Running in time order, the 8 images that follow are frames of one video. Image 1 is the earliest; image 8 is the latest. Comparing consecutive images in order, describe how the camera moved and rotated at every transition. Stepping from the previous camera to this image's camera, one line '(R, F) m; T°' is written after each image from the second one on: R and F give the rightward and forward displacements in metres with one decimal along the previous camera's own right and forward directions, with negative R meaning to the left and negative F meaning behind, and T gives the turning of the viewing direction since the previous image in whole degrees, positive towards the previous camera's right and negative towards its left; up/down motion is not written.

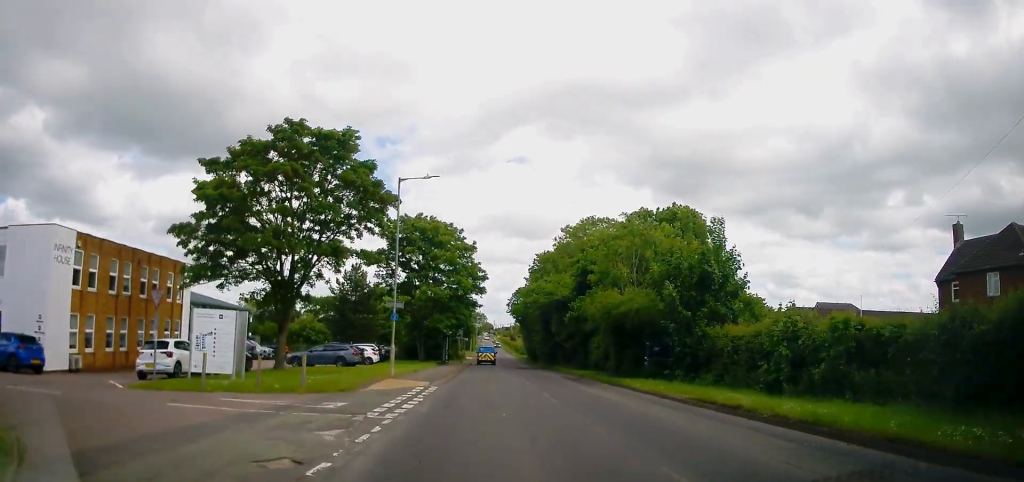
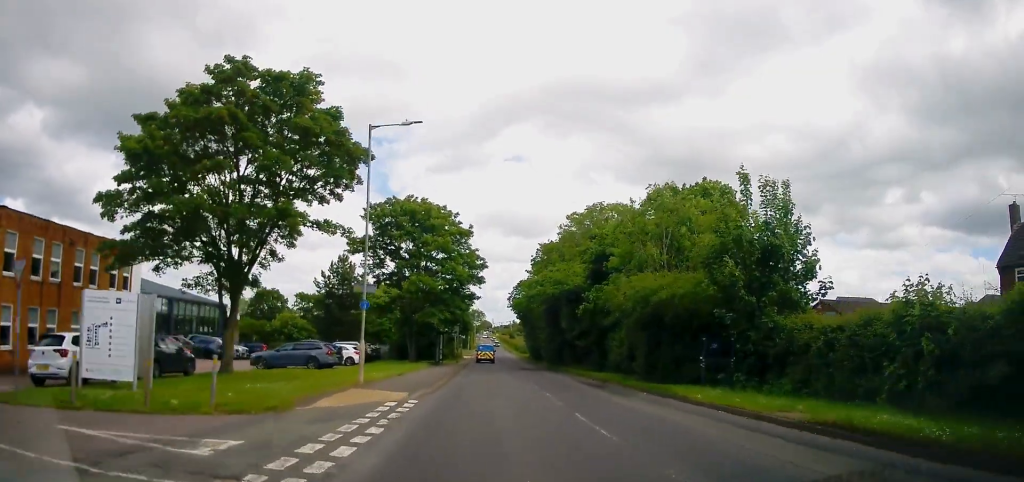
(+0.4, +6.1) m; 0°
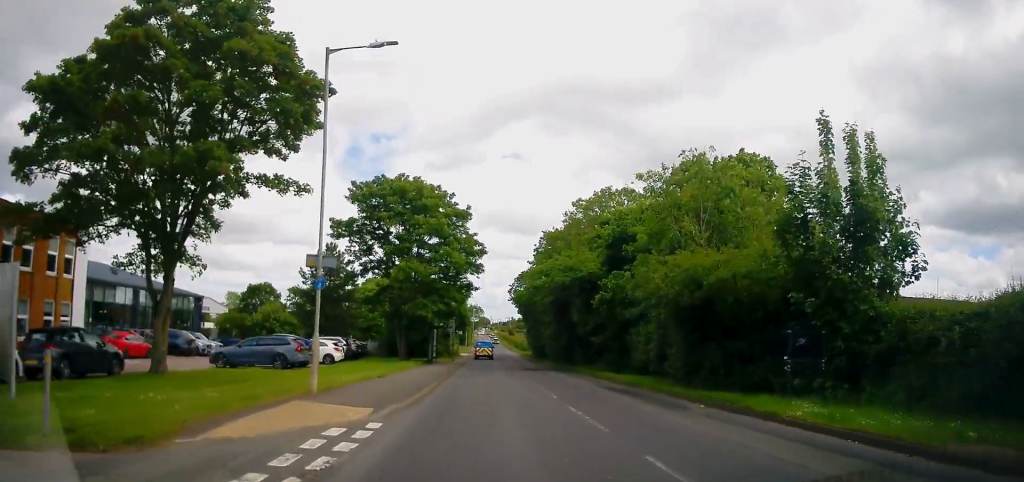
(-0.1, +5.1) m; -1°
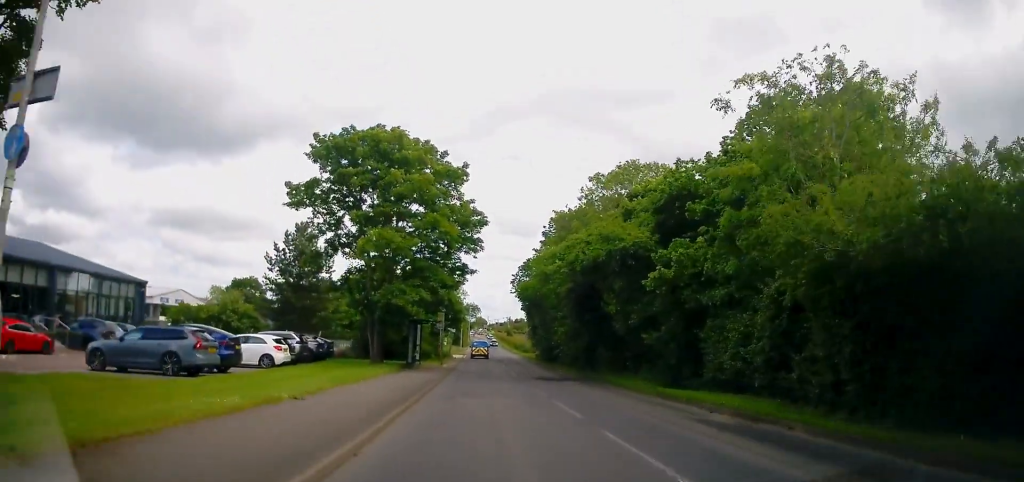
(-0.4, +9.8) m; 0°
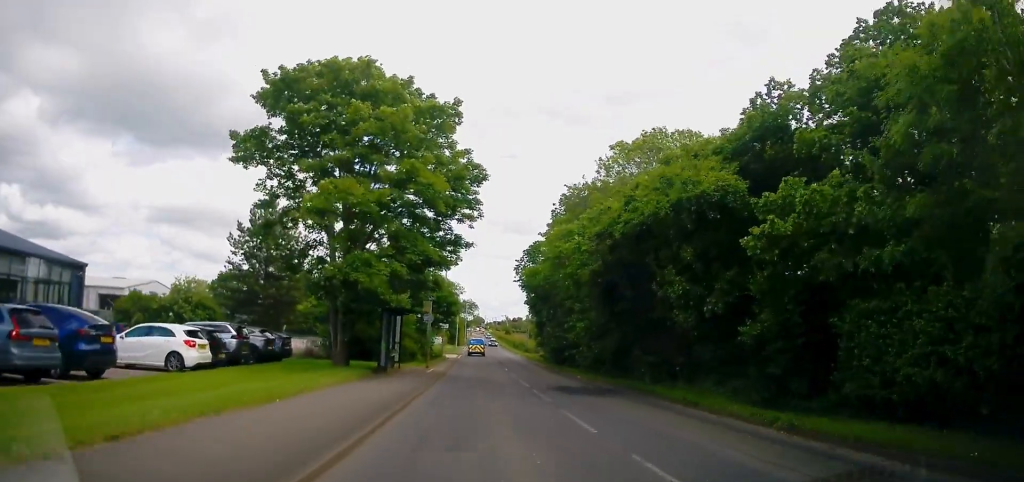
(+0.2, +8.0) m; +2°
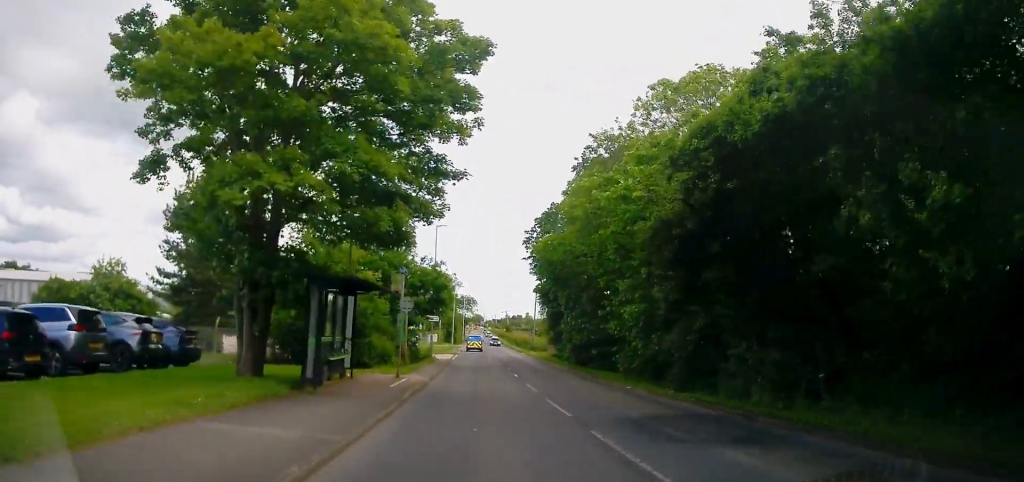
(+0.1, +10.2) m; -1°
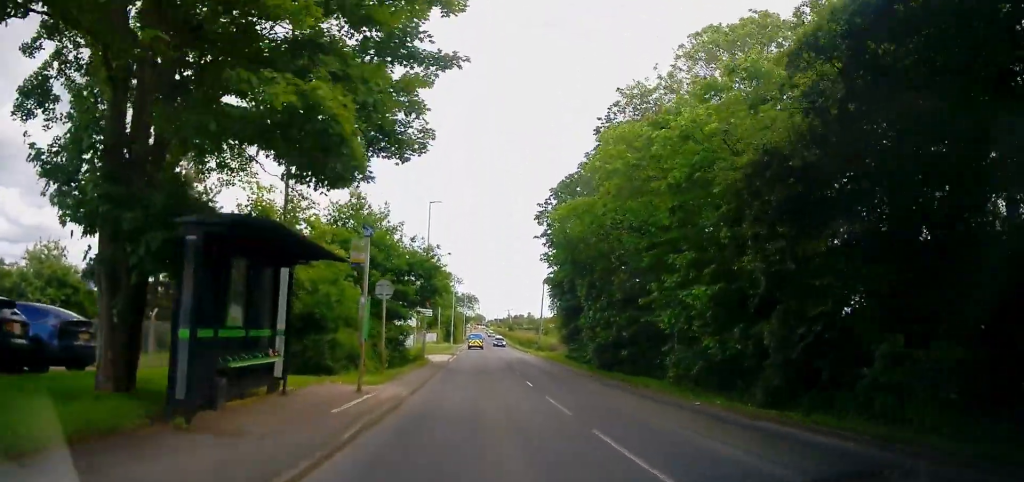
(-0.1, +6.3) m; -2°
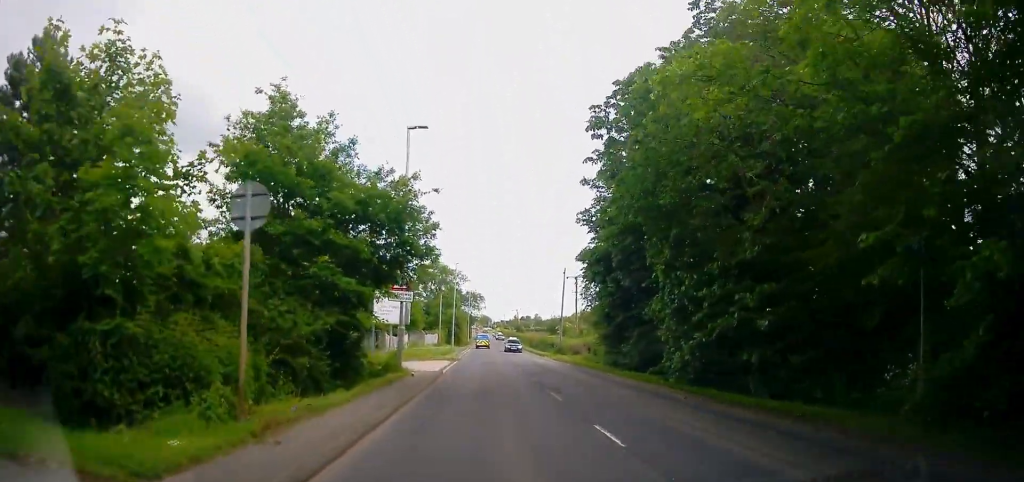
(-0.5, +11.4) m; -1°
